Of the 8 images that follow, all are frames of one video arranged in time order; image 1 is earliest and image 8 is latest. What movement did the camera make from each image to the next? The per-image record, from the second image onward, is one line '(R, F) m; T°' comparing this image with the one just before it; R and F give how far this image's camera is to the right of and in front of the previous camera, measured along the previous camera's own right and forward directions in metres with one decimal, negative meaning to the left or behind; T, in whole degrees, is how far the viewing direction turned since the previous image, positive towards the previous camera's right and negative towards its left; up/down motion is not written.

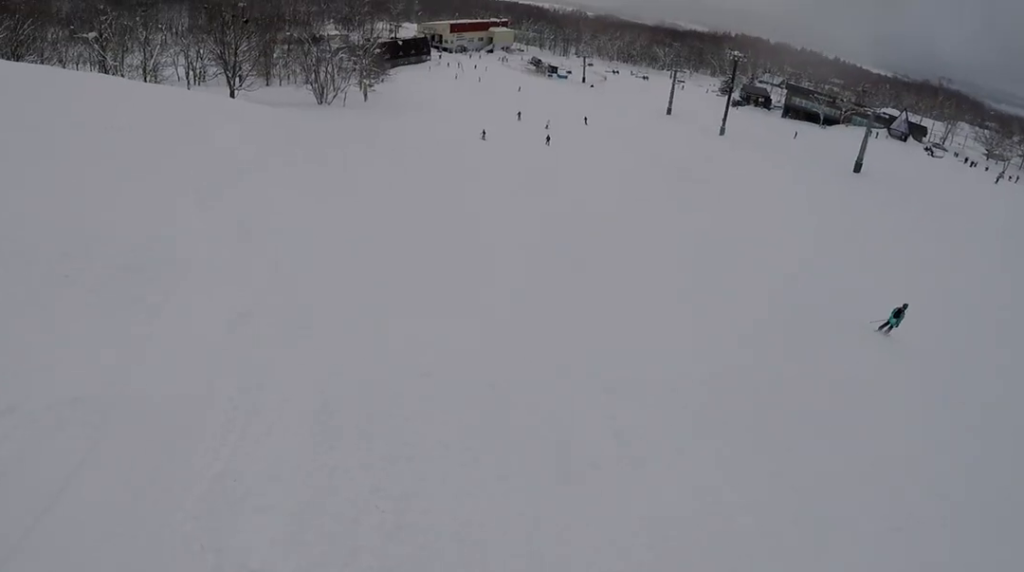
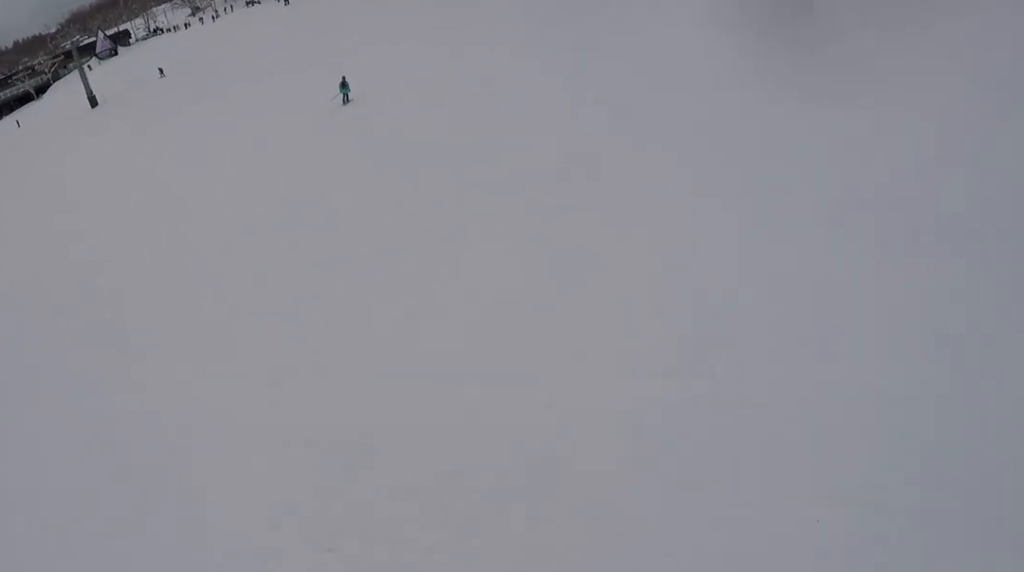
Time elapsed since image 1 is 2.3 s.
(+5.7, +10.8) m; +56°
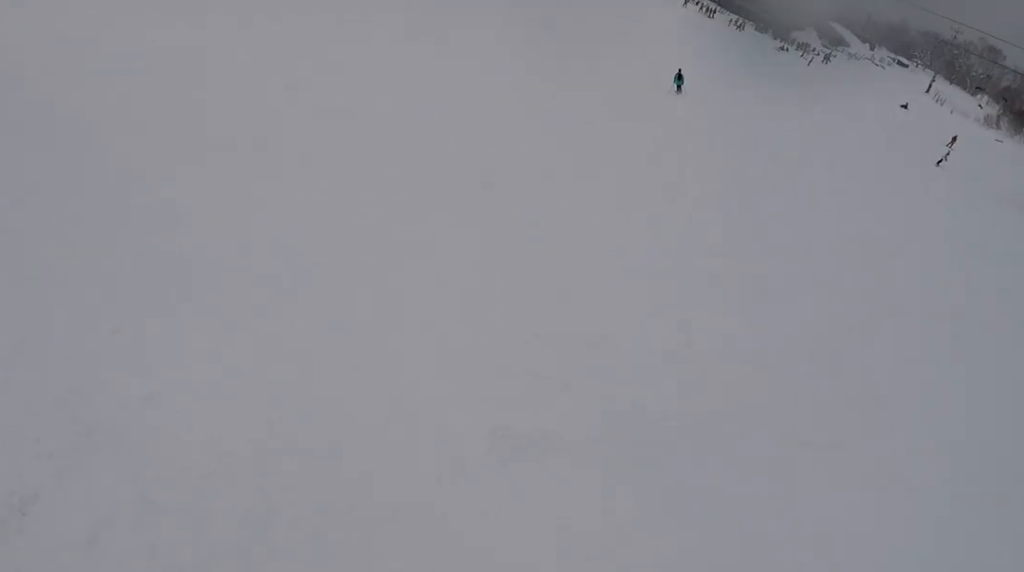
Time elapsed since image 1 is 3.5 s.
(-1.0, +7.9) m; -23°
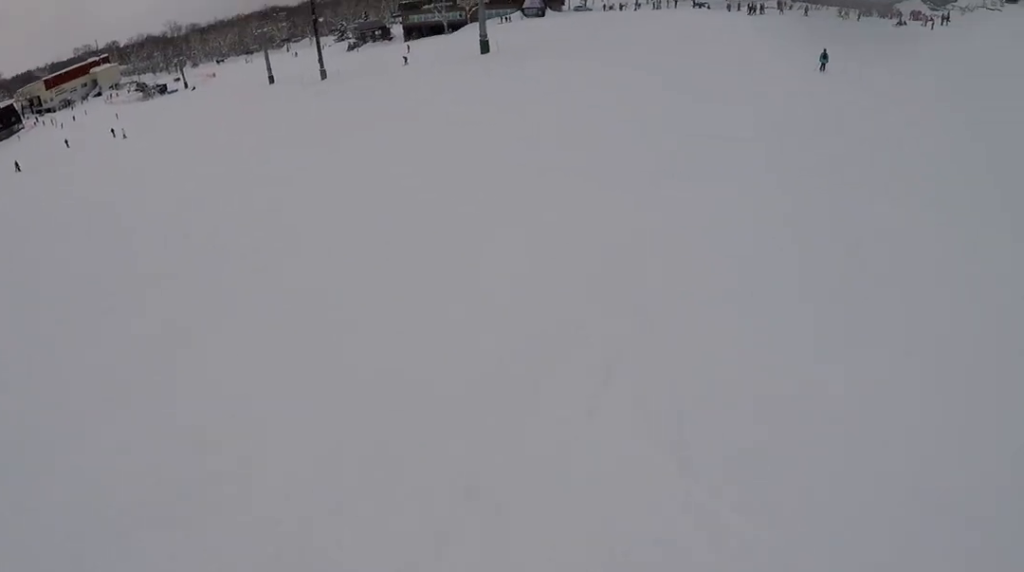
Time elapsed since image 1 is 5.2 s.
(-2.0, +12.1) m; -4°
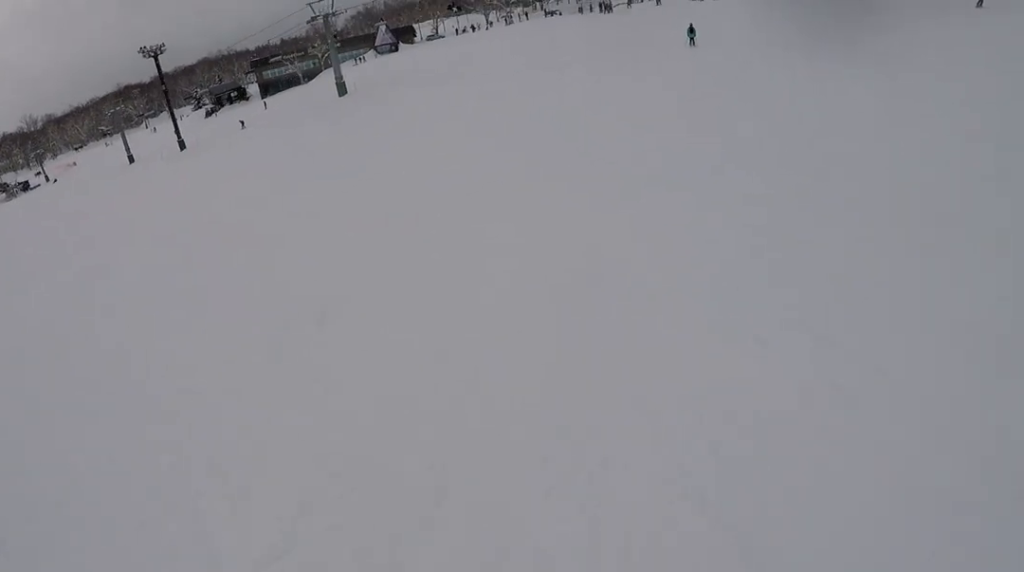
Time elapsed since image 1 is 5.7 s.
(0.0, +3.3) m; +4°
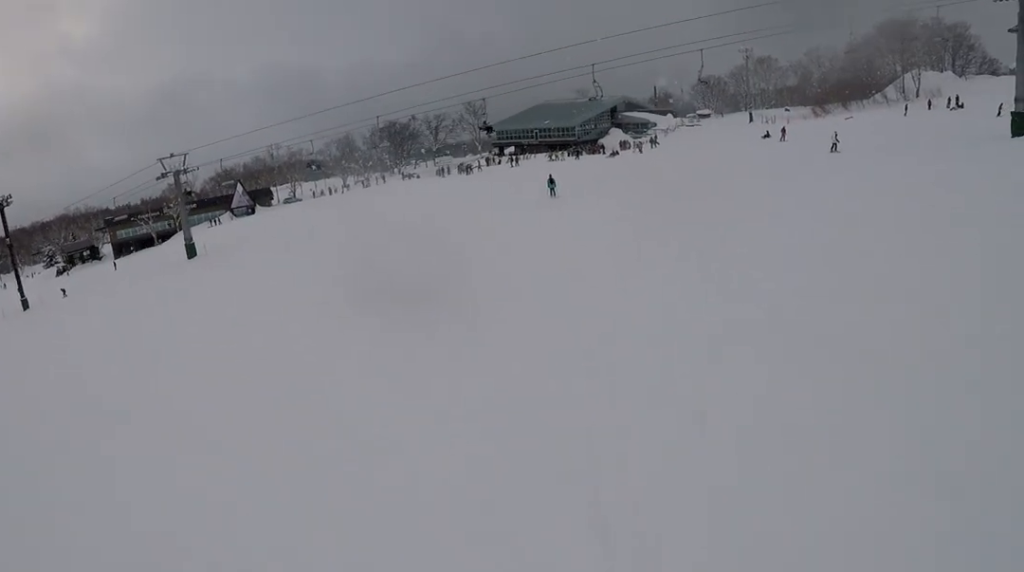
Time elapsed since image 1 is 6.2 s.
(-0.1, +4.1) m; +6°
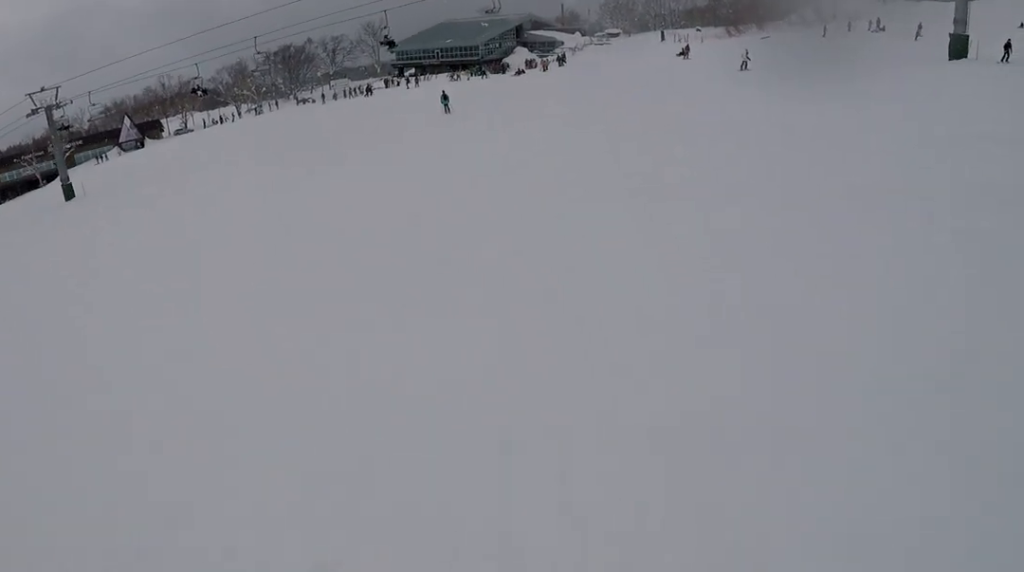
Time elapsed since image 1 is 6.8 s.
(+0.5, +4.3) m; +9°
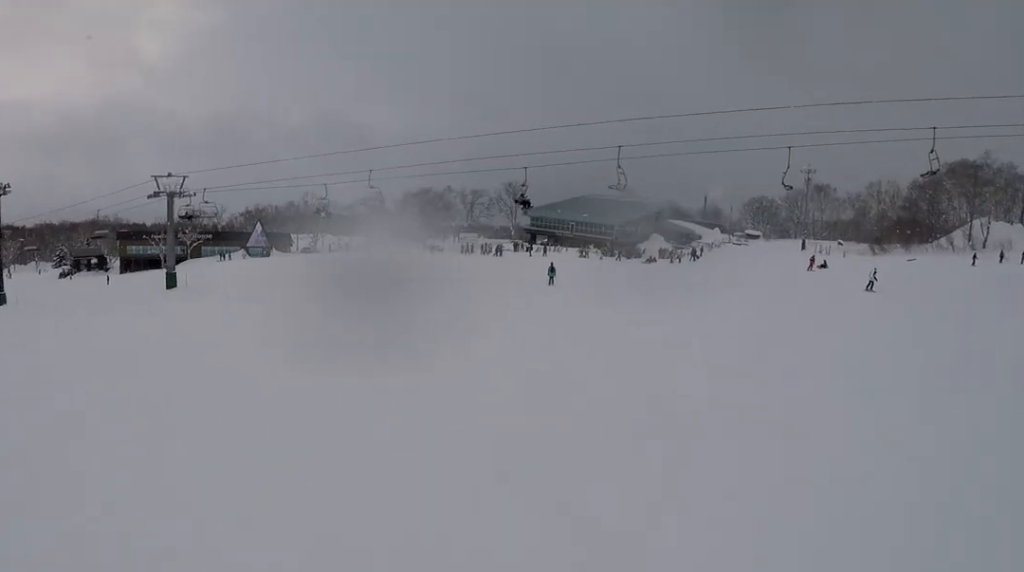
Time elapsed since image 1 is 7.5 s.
(+0.5, +5.3) m; +4°
